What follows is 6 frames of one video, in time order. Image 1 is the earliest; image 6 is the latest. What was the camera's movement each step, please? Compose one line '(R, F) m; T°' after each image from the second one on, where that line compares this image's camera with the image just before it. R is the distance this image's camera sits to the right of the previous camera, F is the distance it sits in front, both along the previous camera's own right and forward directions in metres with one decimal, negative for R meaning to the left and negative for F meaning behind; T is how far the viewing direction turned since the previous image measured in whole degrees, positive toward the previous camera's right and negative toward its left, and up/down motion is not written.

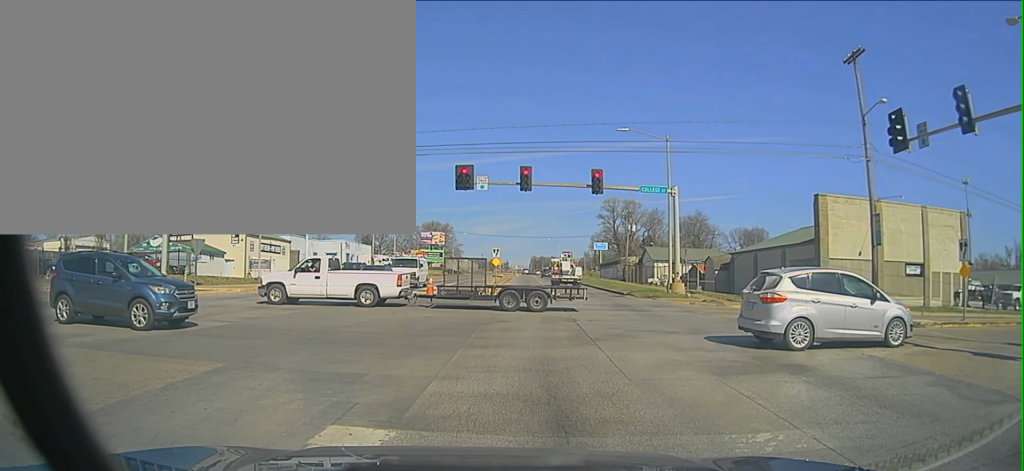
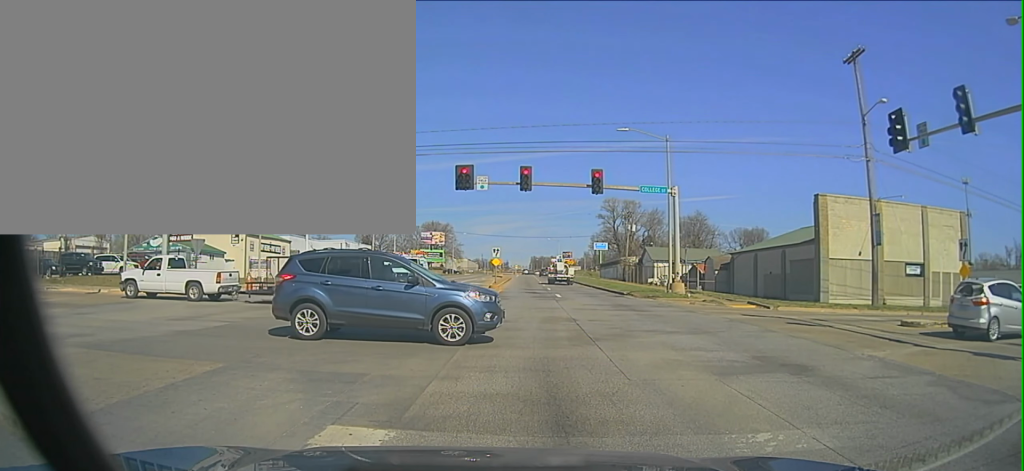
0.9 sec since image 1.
(0.0, 0.0) m; 0°
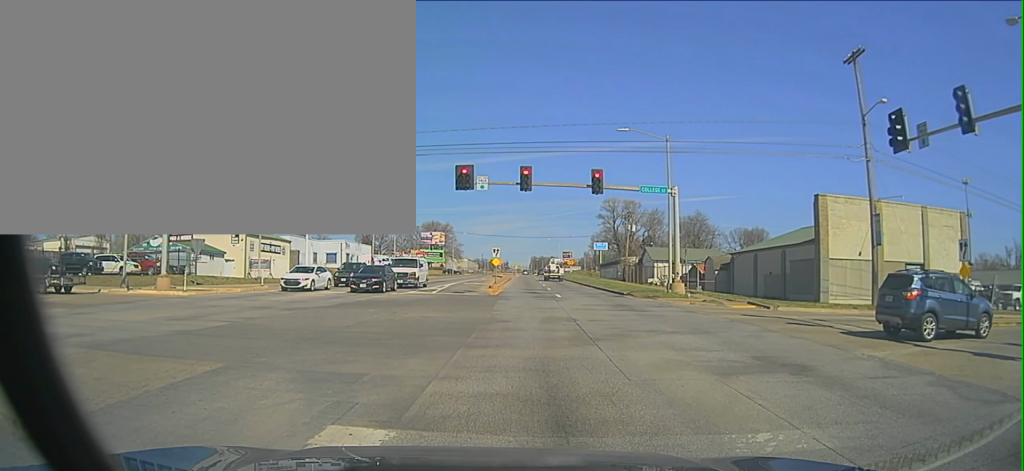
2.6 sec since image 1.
(0.0, 0.0) m; 0°
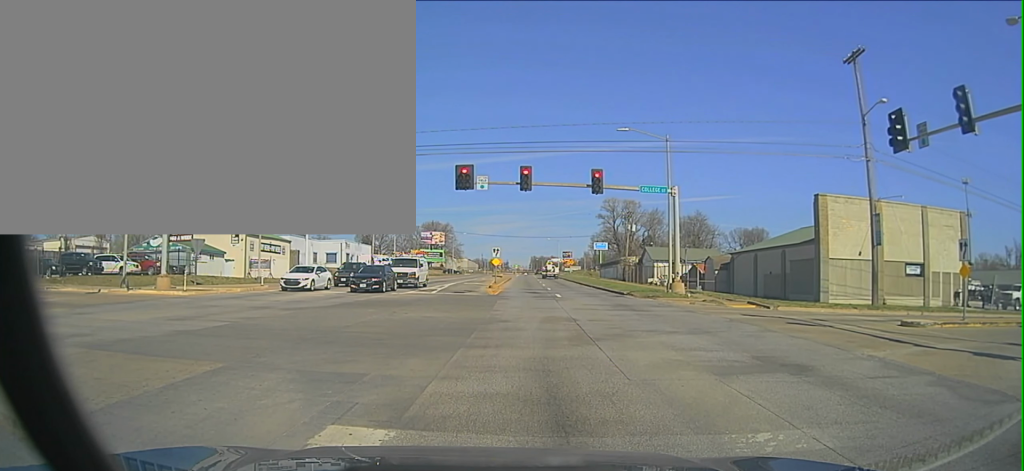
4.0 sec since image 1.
(0.0, 0.0) m; 0°
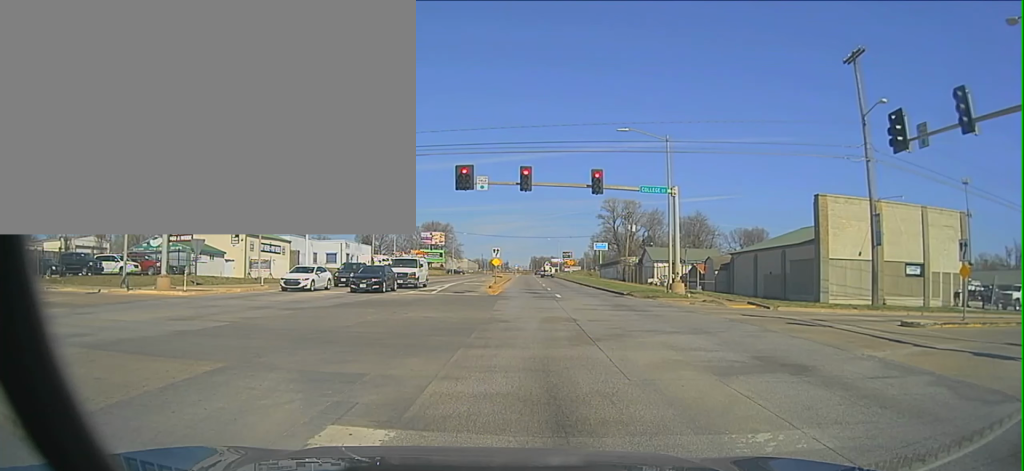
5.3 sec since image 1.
(0.0, 0.0) m; 0°
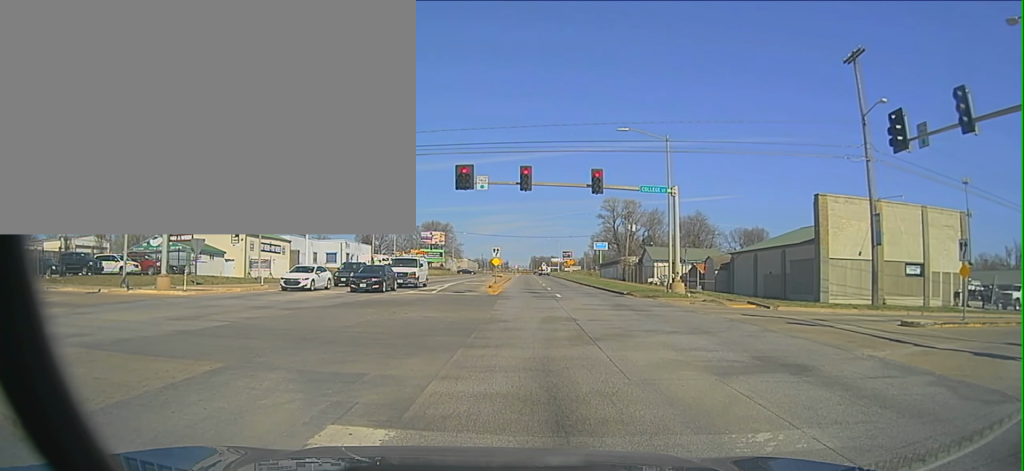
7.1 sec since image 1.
(0.0, 0.0) m; 0°
